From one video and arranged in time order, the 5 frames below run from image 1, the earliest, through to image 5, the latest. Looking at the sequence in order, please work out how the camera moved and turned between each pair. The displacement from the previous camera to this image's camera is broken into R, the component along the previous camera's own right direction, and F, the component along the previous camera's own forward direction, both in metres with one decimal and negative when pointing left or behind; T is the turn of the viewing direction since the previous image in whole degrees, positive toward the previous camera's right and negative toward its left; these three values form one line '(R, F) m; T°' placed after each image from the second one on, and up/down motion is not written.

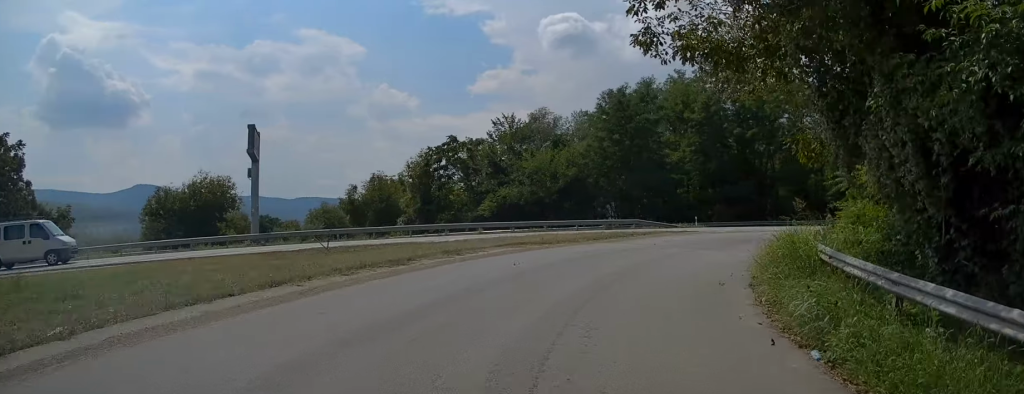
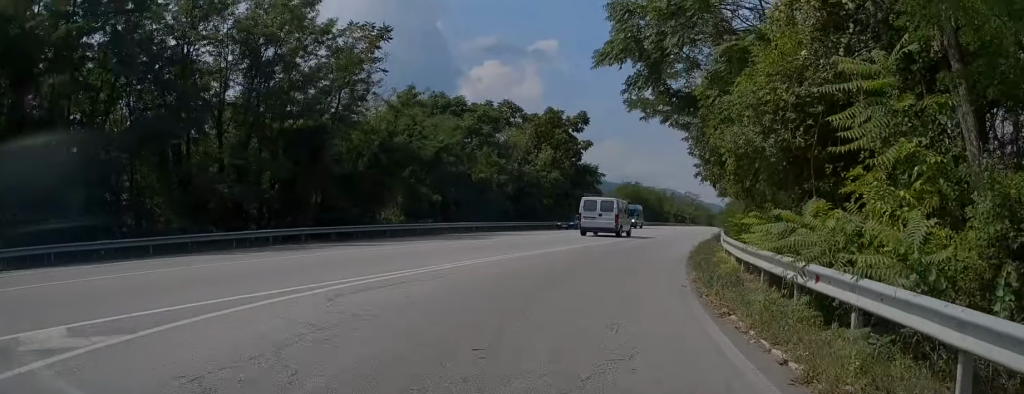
(+14.4, +28.7) m; +49°
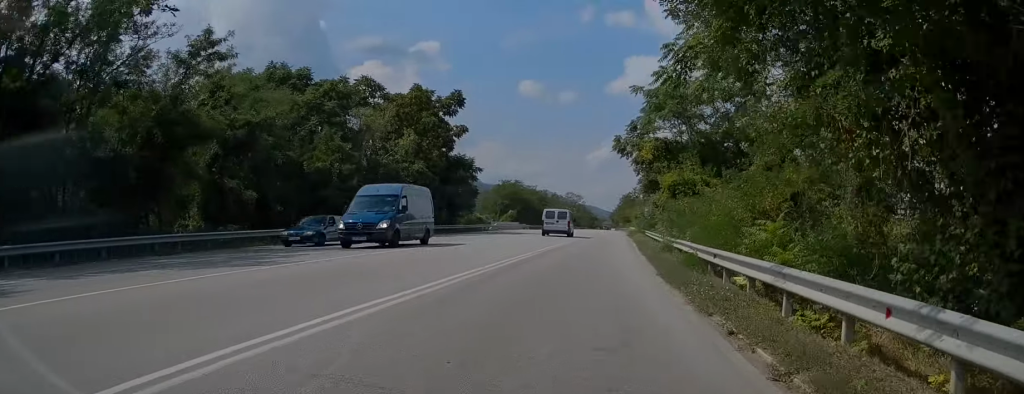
(+1.5, +12.8) m; +11°
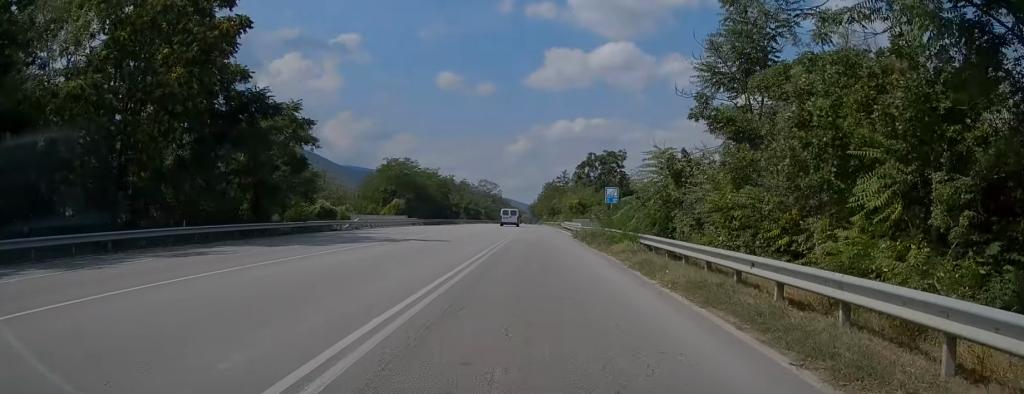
(+1.9, +30.3) m; +4°
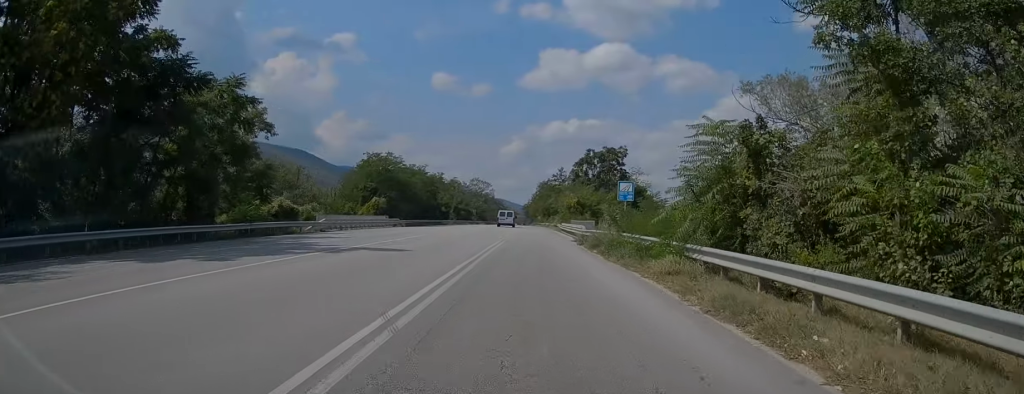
(+0.1, +7.5) m; +1°
